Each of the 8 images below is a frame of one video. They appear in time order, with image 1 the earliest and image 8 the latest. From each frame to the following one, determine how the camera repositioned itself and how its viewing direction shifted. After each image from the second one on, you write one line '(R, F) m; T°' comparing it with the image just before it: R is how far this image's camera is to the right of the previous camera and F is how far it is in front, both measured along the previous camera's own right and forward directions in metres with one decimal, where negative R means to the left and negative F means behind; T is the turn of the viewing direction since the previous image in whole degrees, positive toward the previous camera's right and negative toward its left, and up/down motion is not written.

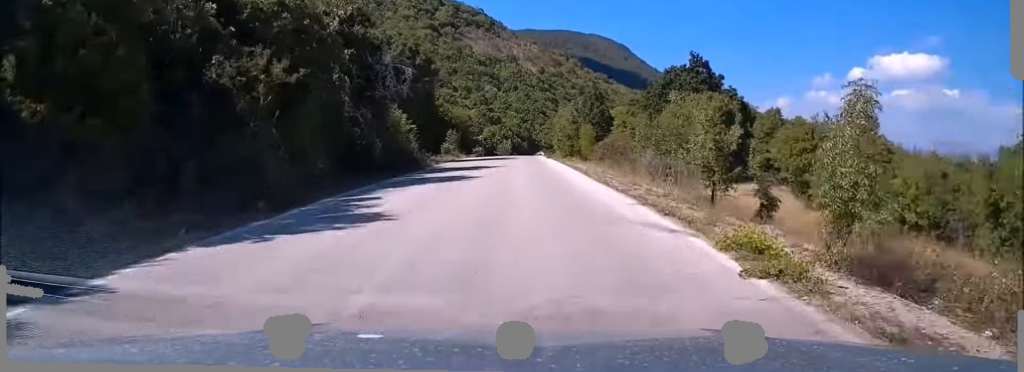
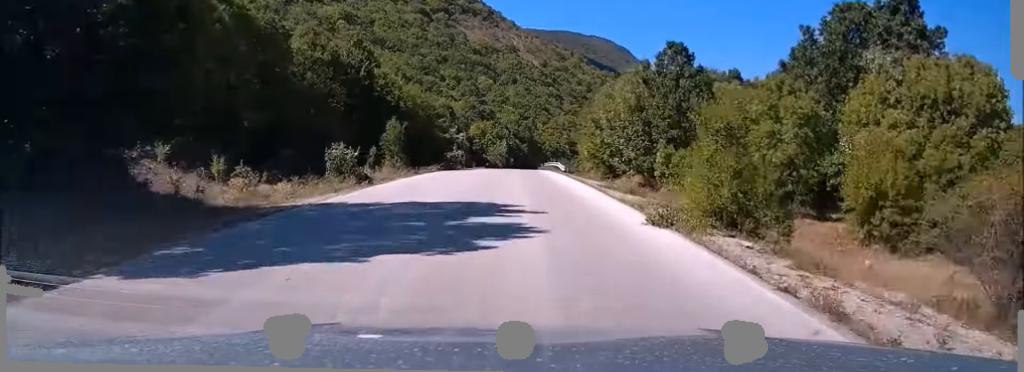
(+0.2, +37.1) m; +1°
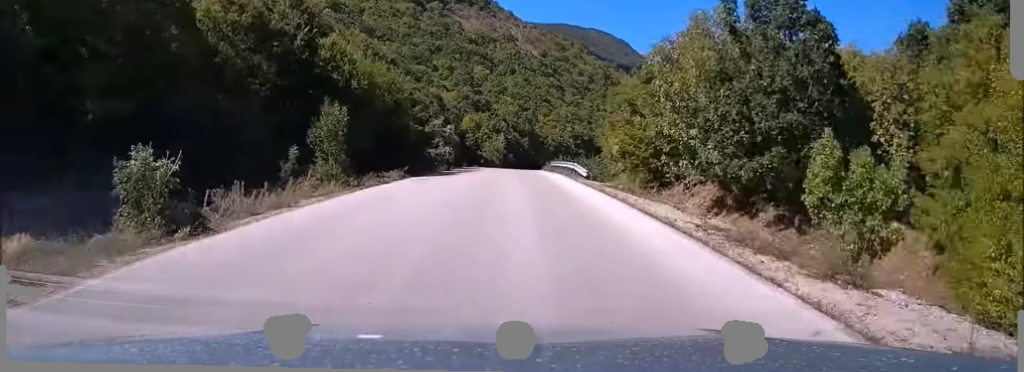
(+0.2, +14.0) m; 0°
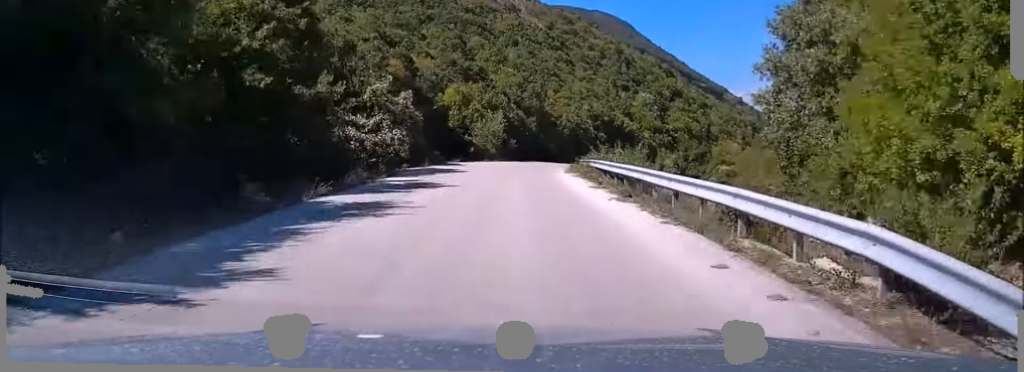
(-0.2, +28.6) m; 0°
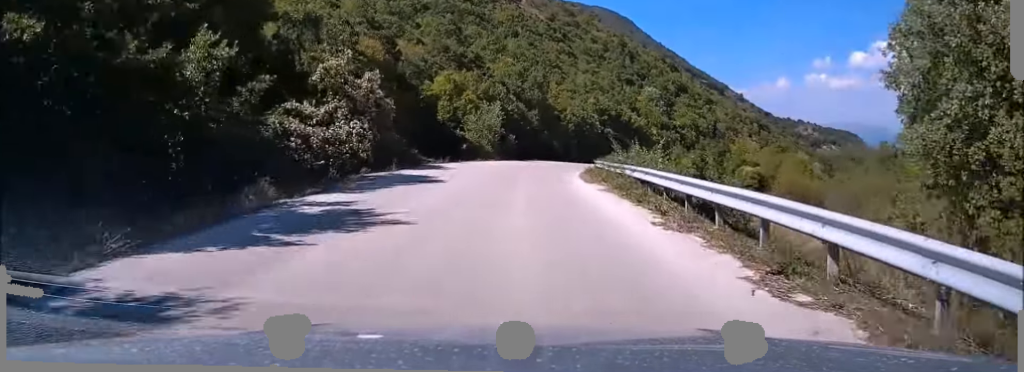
(+0.1, +9.4) m; +1°
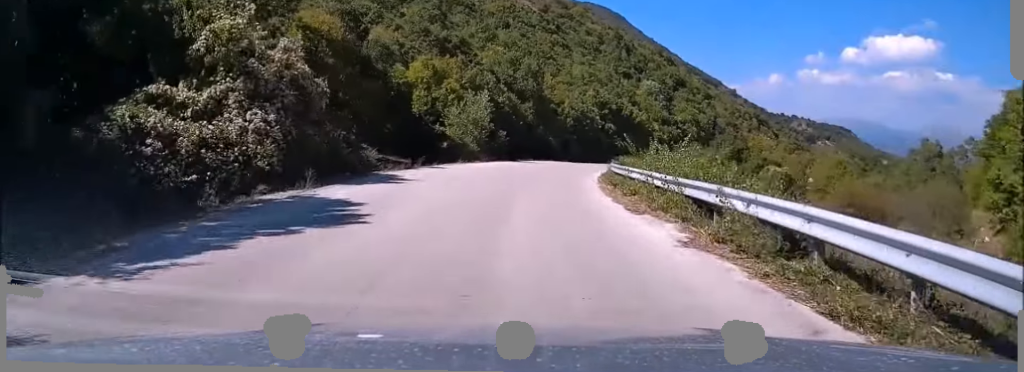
(0.0, +10.0) m; +1°
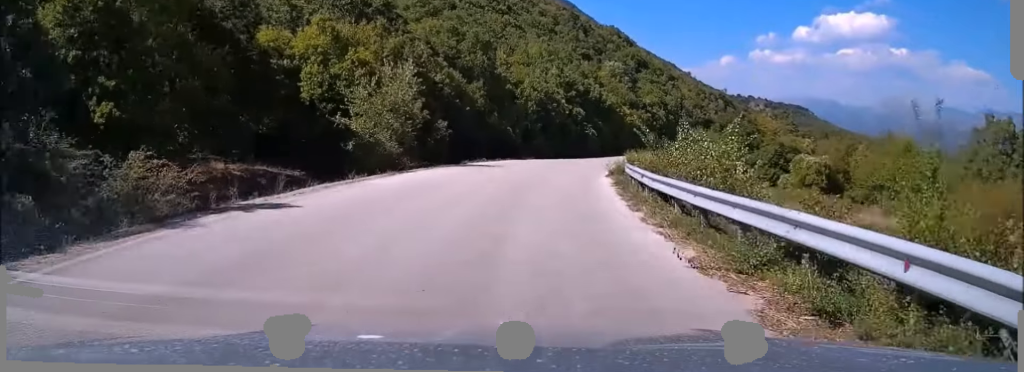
(+0.1, +16.6) m; +3°
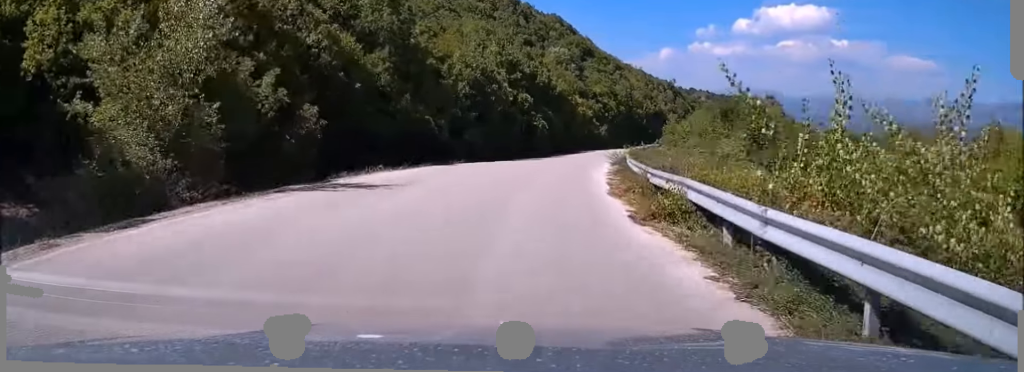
(+0.6, +15.7) m; +5°
